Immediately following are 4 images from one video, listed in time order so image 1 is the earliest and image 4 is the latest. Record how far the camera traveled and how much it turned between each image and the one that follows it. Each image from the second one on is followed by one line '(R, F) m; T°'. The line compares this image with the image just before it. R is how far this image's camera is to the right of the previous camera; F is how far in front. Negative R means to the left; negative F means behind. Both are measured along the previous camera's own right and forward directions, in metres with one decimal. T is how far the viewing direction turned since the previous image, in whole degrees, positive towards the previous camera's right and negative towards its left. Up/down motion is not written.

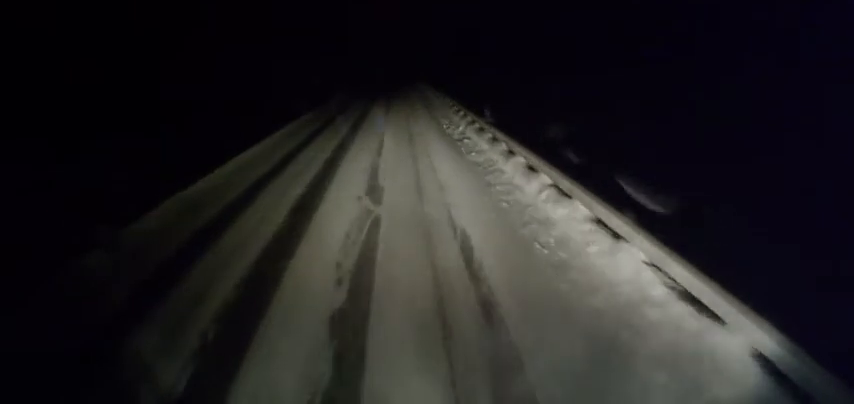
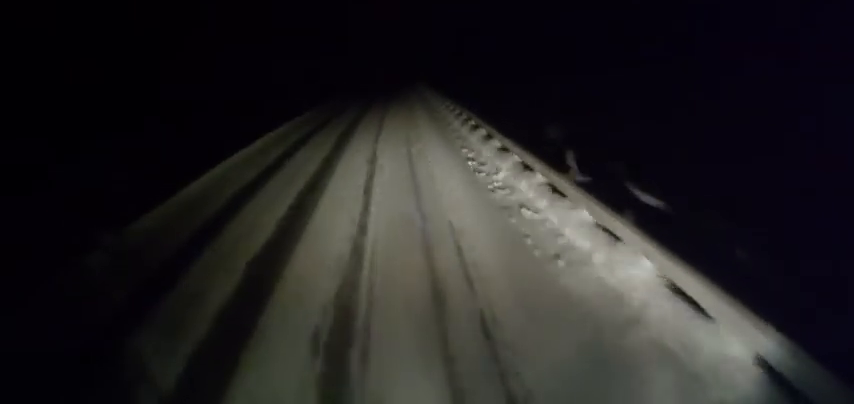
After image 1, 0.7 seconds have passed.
(+0.2, +8.3) m; 0°
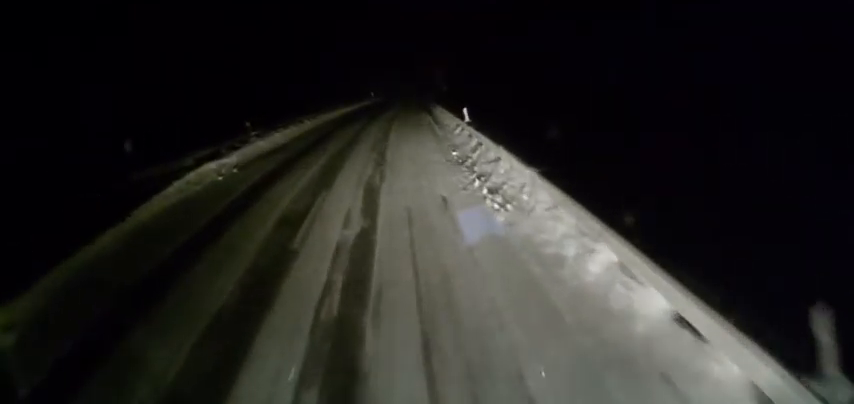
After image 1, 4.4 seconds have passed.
(-0.3, +42.0) m; -1°
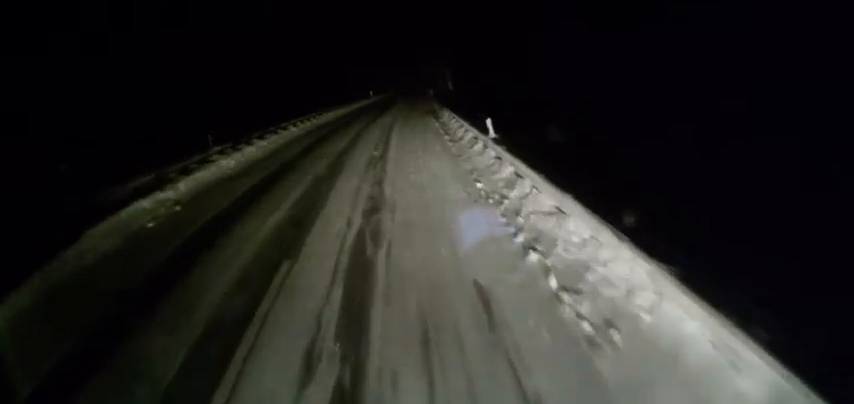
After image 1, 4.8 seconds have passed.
(0.0, +4.6) m; +1°
